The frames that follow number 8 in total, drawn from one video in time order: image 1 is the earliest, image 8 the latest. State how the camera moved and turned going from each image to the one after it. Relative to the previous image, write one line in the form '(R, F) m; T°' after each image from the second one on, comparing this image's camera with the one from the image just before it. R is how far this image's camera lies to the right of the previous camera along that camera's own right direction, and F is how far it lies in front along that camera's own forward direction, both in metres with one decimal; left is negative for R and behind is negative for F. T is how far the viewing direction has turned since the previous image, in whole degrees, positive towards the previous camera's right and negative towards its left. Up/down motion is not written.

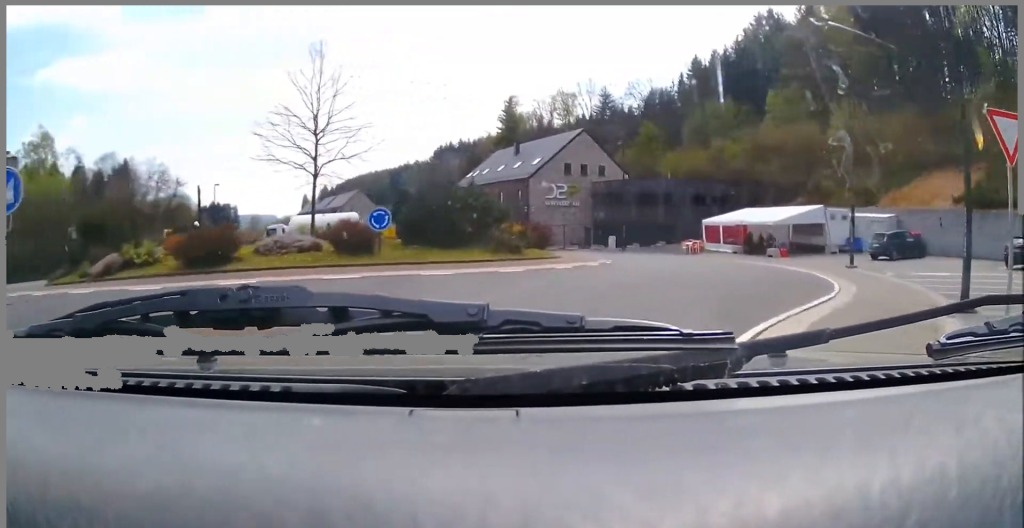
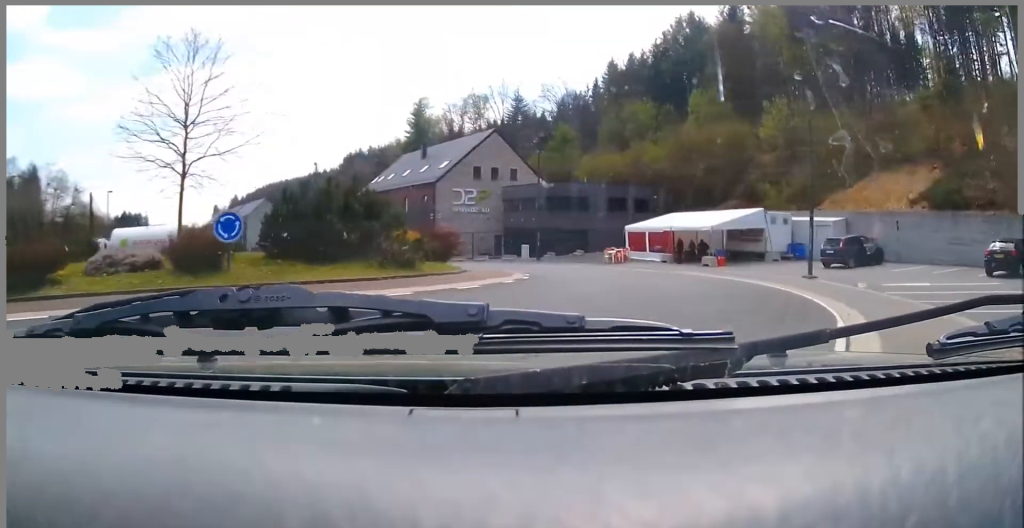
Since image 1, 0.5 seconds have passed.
(+0.1, +4.4) m; +1°
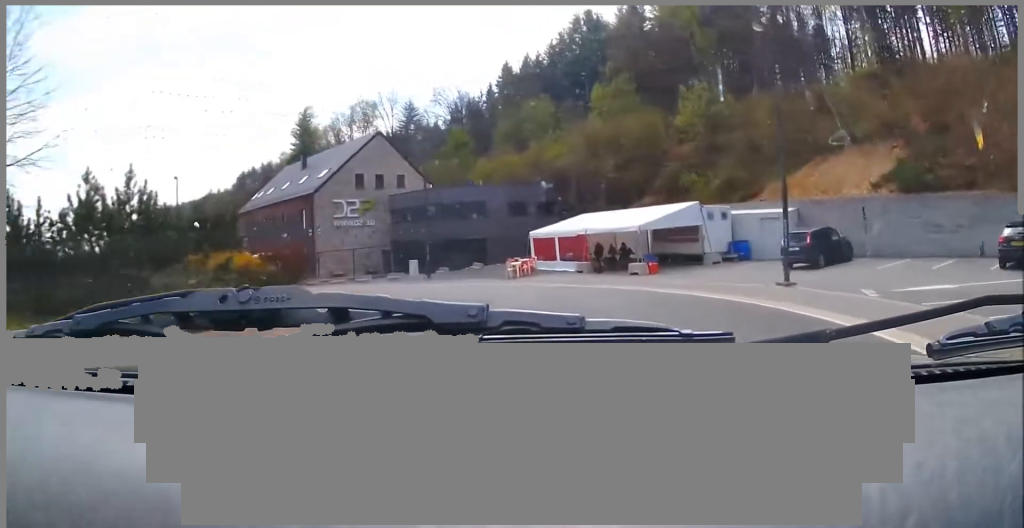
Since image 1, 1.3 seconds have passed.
(+0.1, +6.7) m; -1°
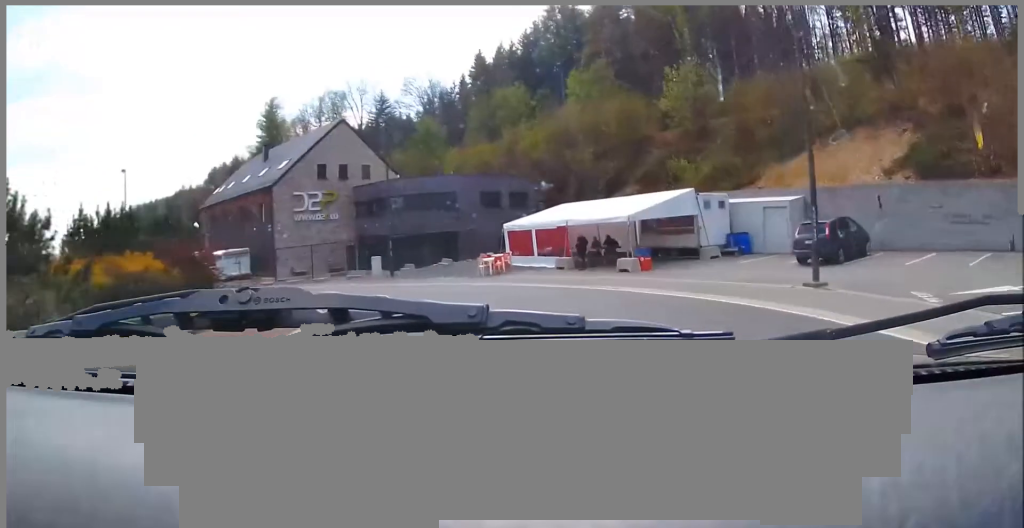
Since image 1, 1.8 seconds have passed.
(-0.1, +3.7) m; -1°
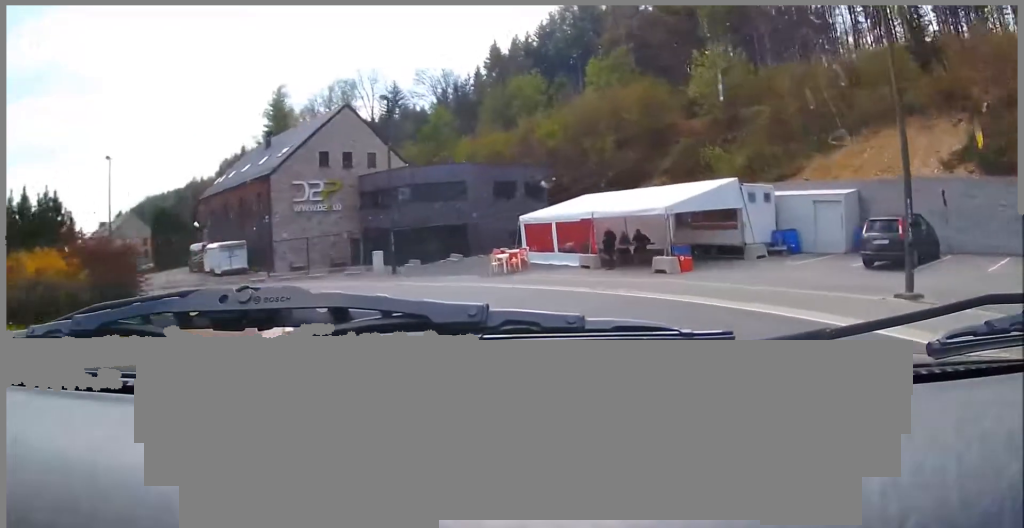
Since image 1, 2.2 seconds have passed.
(0.0, +3.6) m; -1°
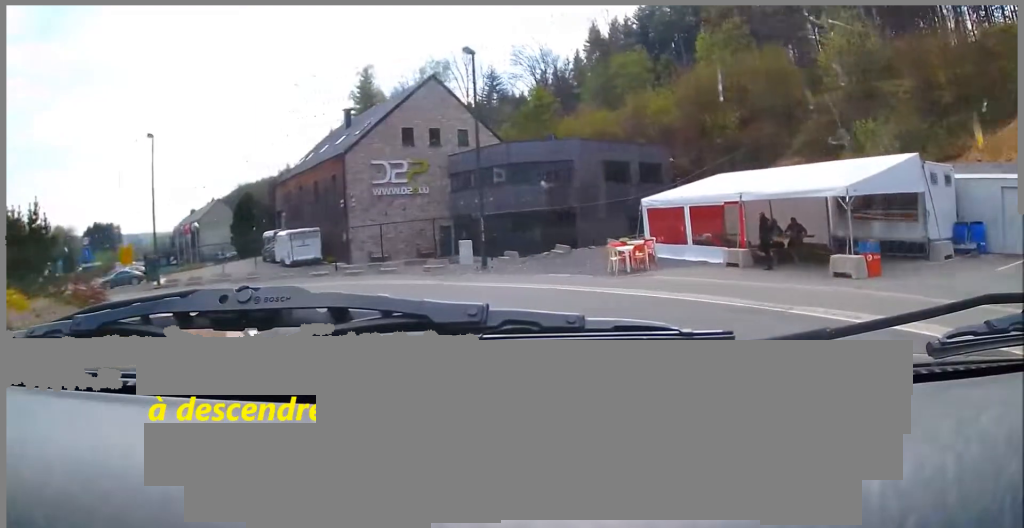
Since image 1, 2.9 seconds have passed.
(0.0, +5.8) m; -5°
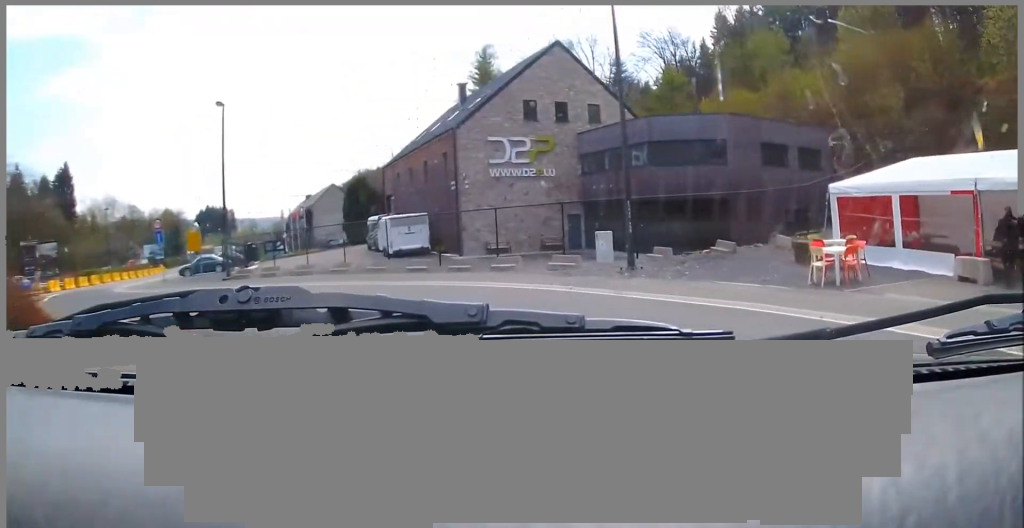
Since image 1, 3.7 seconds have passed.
(-0.4, +5.7) m; -9°
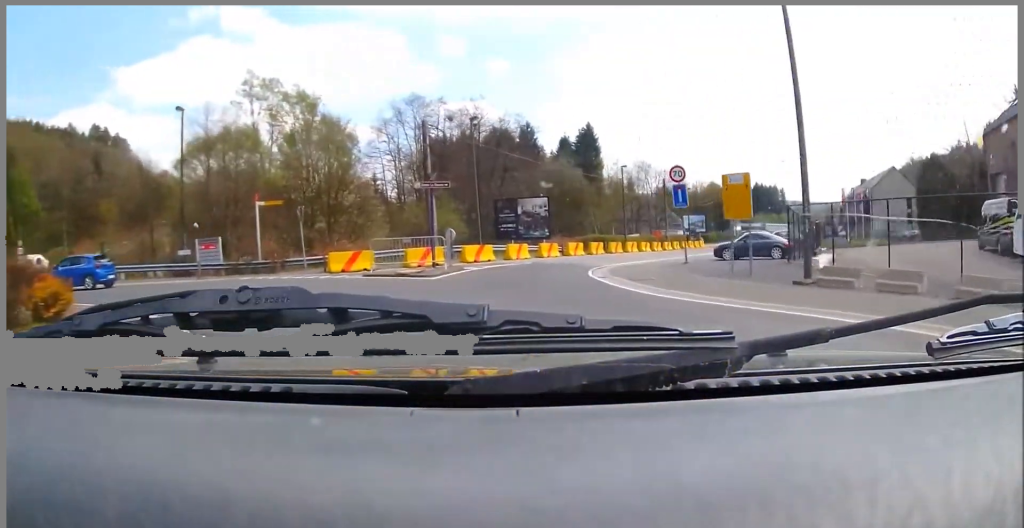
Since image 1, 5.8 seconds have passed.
(-5.0, +15.8) m; -49°
